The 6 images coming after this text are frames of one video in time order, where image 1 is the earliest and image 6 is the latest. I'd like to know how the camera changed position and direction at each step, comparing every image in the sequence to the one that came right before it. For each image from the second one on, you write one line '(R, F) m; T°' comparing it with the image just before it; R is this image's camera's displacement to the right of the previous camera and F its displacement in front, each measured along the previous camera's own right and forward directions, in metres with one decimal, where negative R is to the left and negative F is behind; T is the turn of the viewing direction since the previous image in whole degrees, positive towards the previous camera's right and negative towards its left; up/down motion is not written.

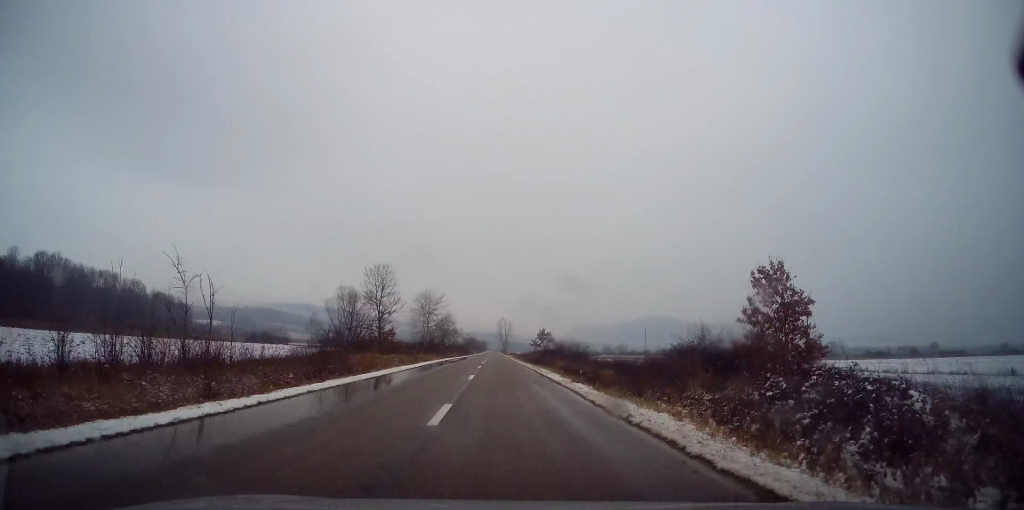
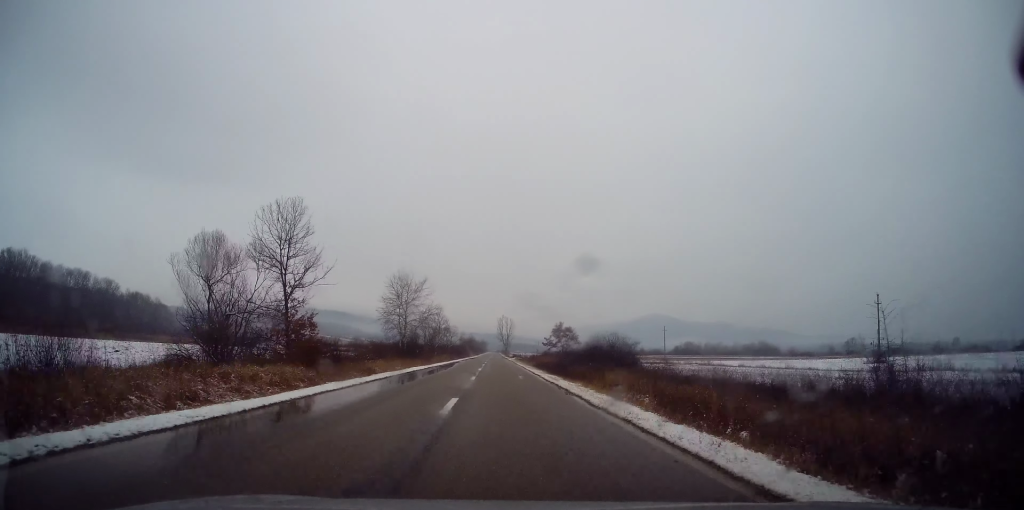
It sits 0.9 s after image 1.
(-0.1, +21.5) m; 0°
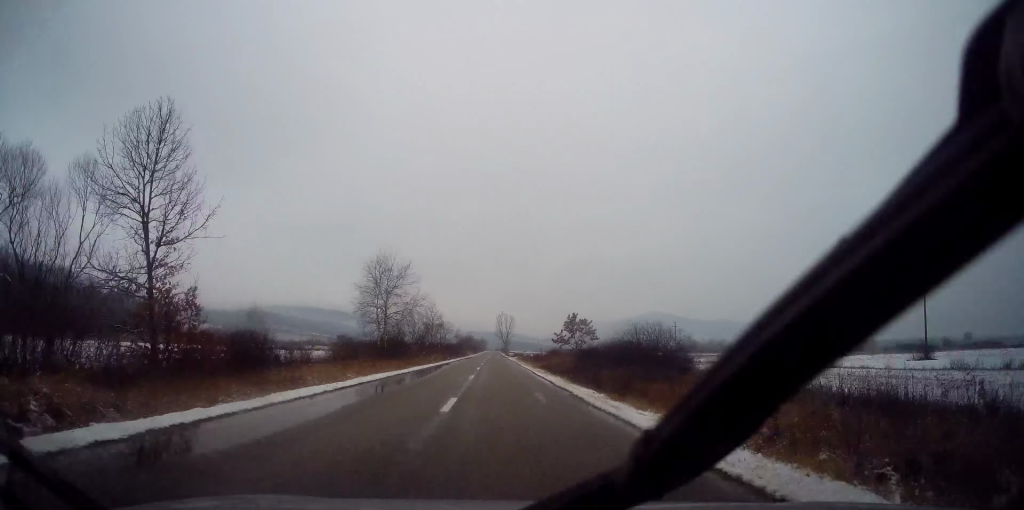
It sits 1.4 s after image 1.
(0.0, +11.2) m; 0°
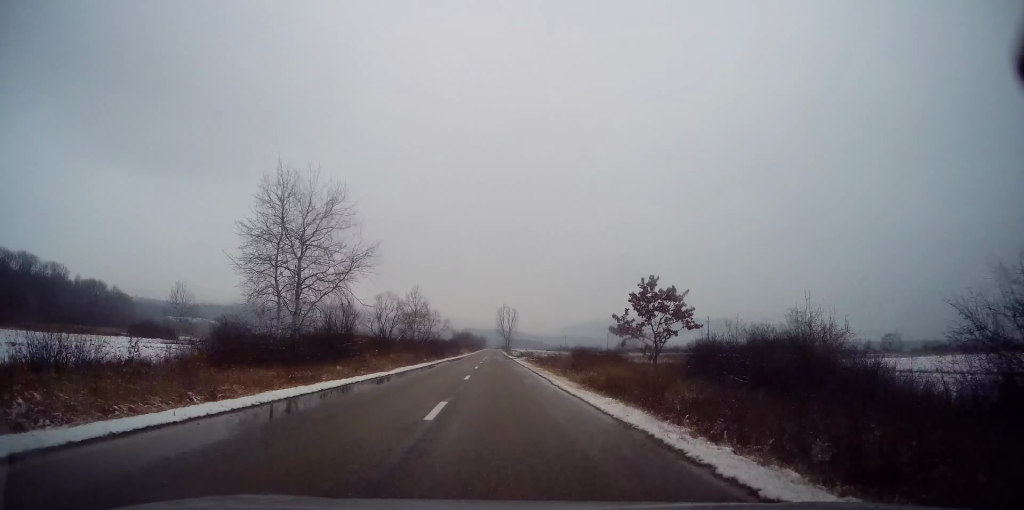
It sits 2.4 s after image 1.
(0.0, +24.8) m; 0°
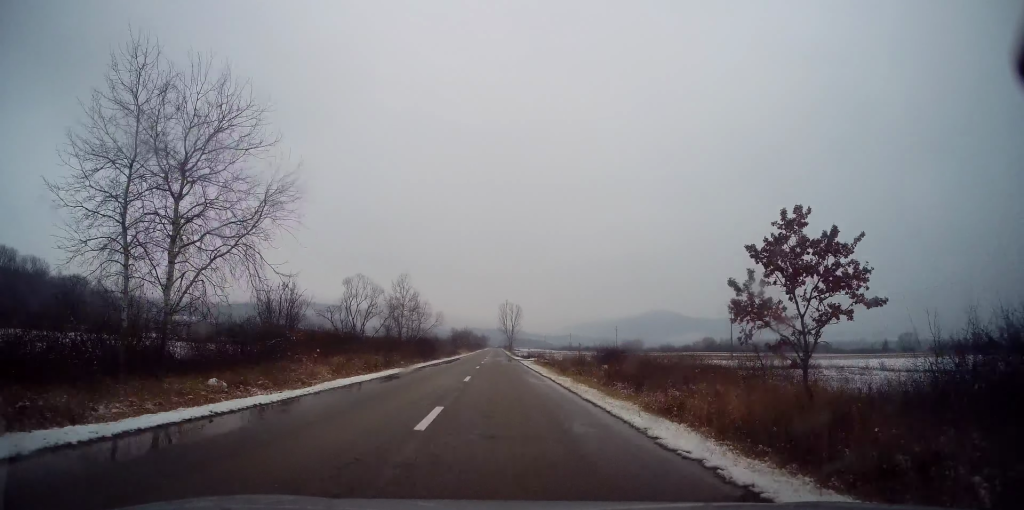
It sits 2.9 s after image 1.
(-0.1, +12.8) m; 0°
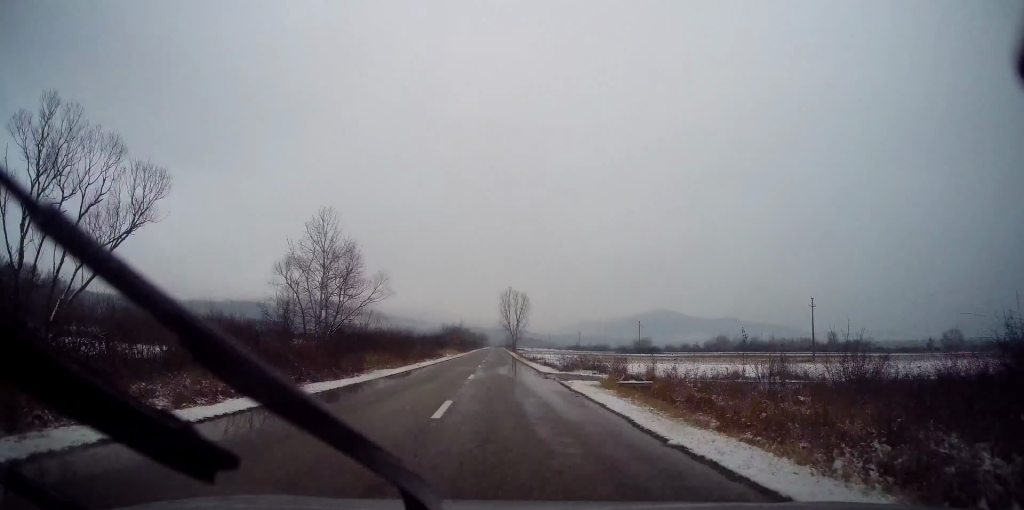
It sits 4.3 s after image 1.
(-0.1, +33.7) m; -1°
